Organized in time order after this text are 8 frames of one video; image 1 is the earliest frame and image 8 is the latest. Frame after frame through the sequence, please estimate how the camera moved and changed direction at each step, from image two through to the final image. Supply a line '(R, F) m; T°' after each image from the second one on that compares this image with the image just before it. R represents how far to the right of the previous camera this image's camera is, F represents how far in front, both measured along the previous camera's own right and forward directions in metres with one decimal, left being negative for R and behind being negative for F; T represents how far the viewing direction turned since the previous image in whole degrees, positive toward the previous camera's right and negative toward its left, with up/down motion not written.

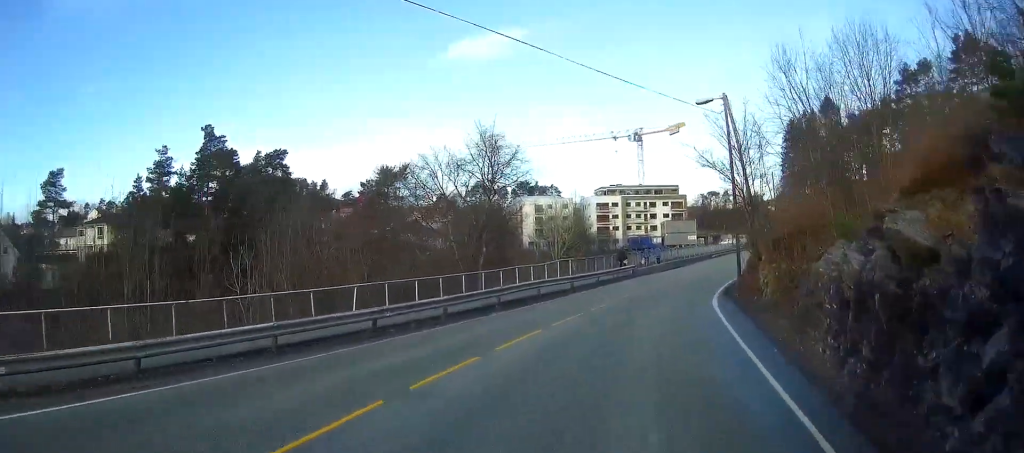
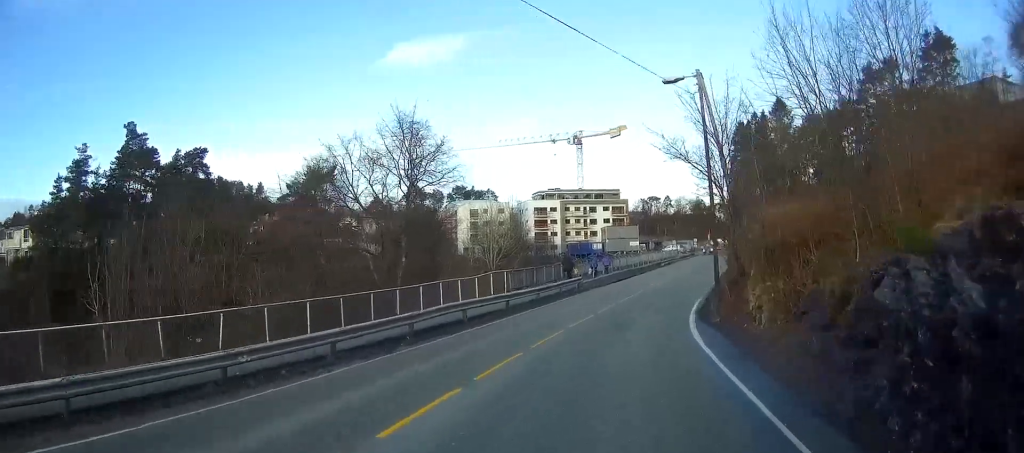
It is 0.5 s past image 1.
(0.0, +5.6) m; +6°
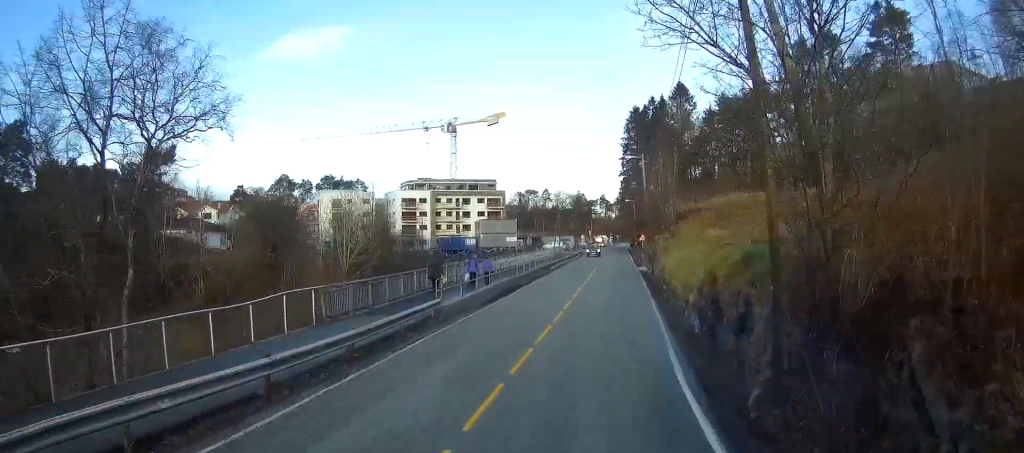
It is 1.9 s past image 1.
(+1.9, +13.1) m; +12°
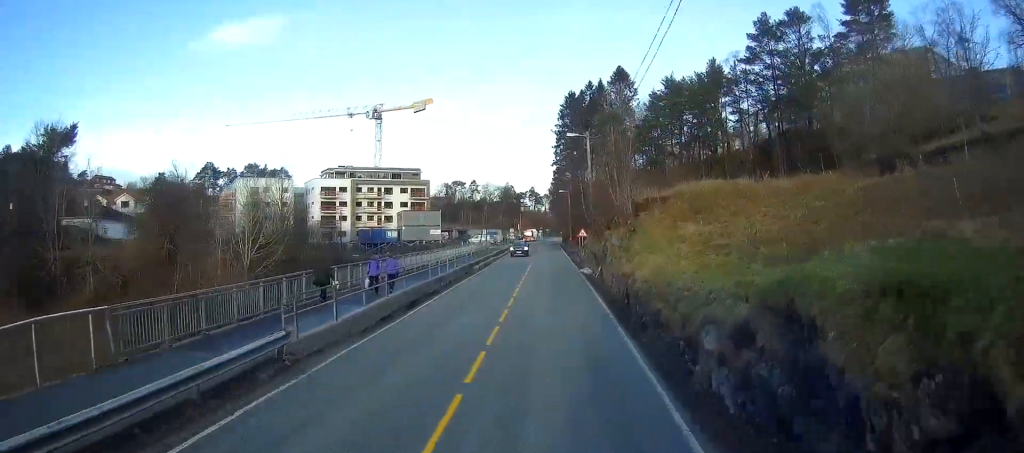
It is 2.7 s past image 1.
(+0.3, +7.7) m; +7°
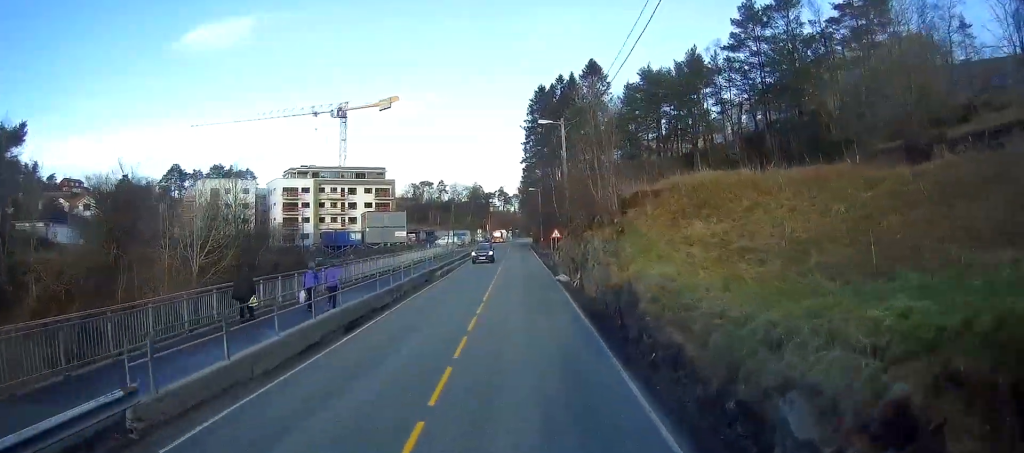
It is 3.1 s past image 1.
(+0.3, +4.7) m; +4°
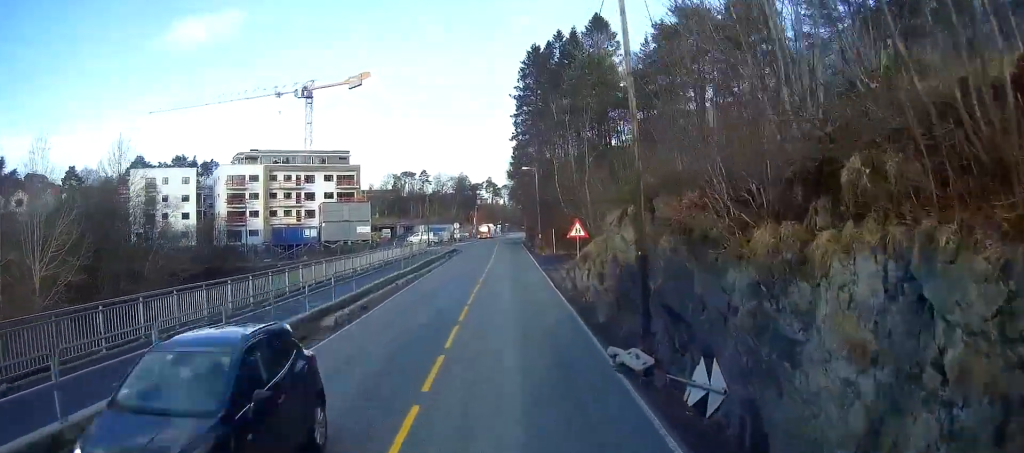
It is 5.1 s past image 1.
(+2.3, +23.1) m; +9°
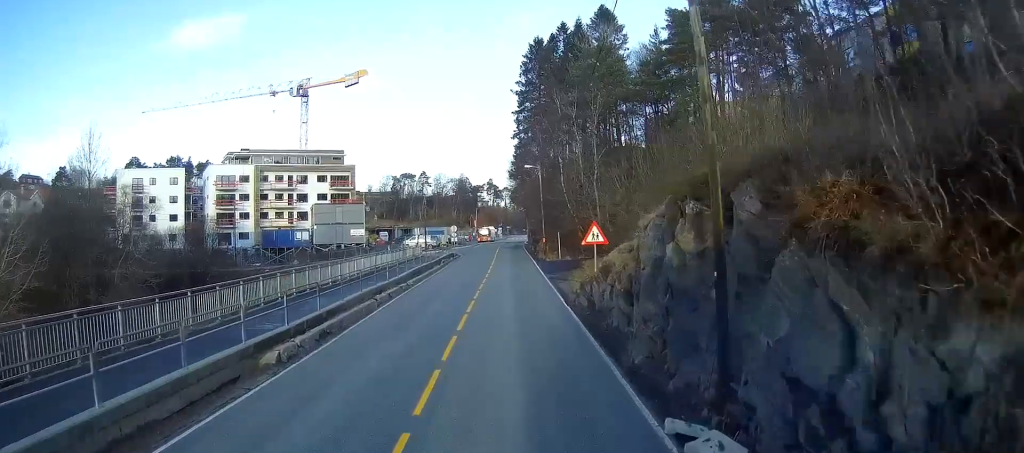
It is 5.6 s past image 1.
(+0.1, +5.4) m; +1°
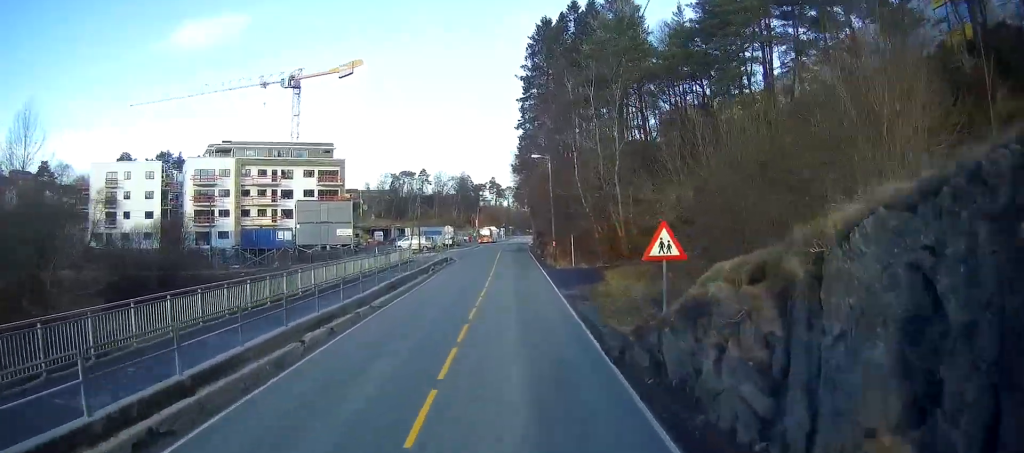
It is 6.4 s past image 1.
(+0.2, +10.4) m; 0°
